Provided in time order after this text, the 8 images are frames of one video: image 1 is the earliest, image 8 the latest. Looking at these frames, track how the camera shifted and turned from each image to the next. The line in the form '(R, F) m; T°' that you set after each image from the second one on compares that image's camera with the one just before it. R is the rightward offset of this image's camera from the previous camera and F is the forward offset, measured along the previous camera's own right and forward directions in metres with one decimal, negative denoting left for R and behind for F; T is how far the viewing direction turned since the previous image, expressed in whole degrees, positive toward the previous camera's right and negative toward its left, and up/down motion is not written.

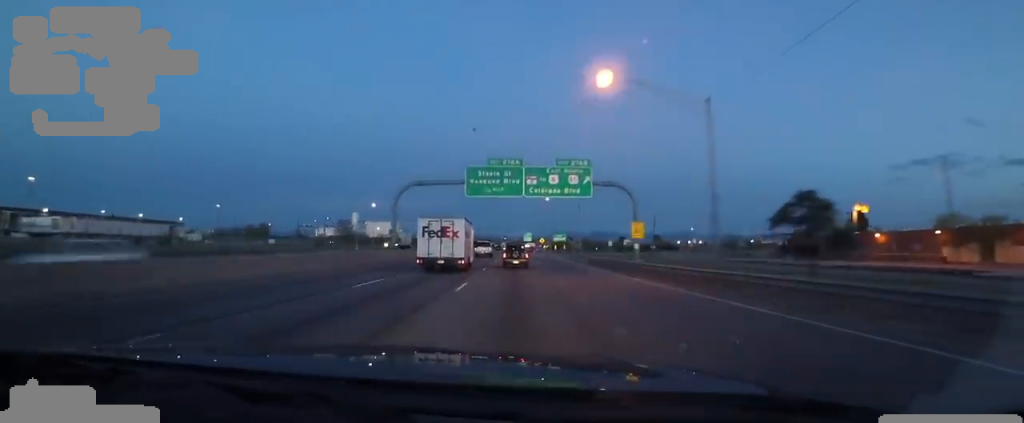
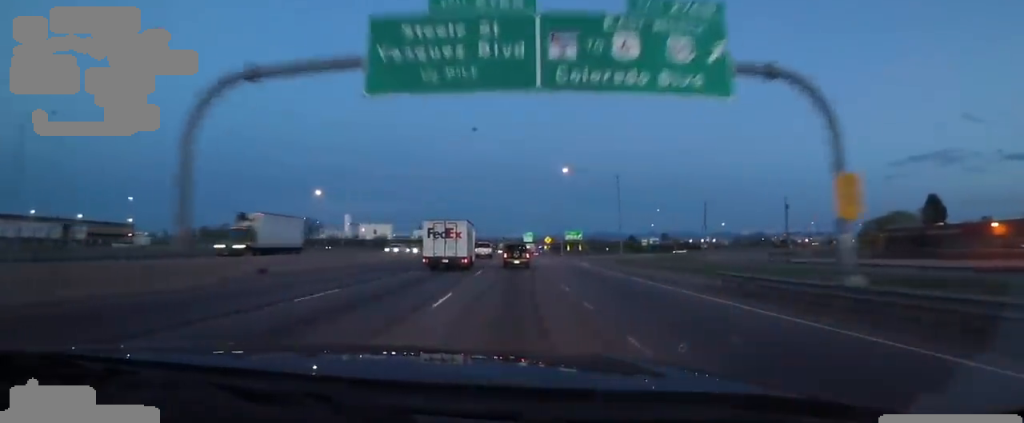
(-0.8, +28.5) m; 0°
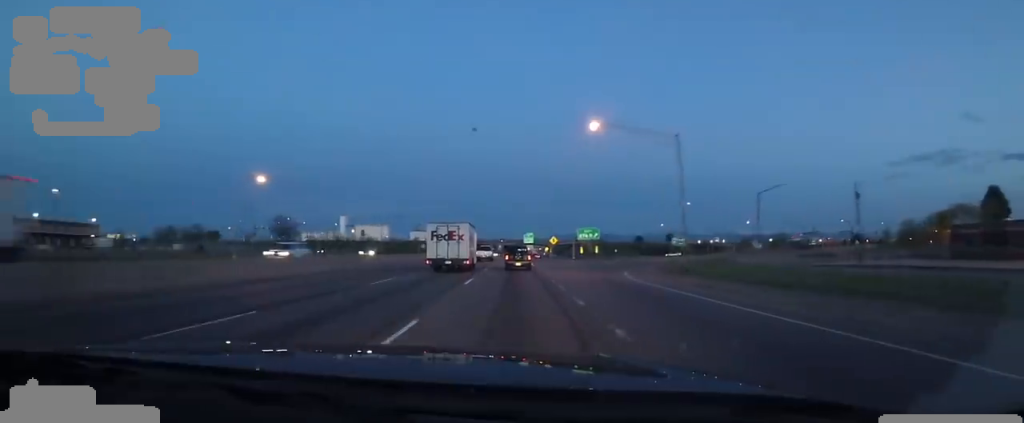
(+0.3, +17.2) m; +1°
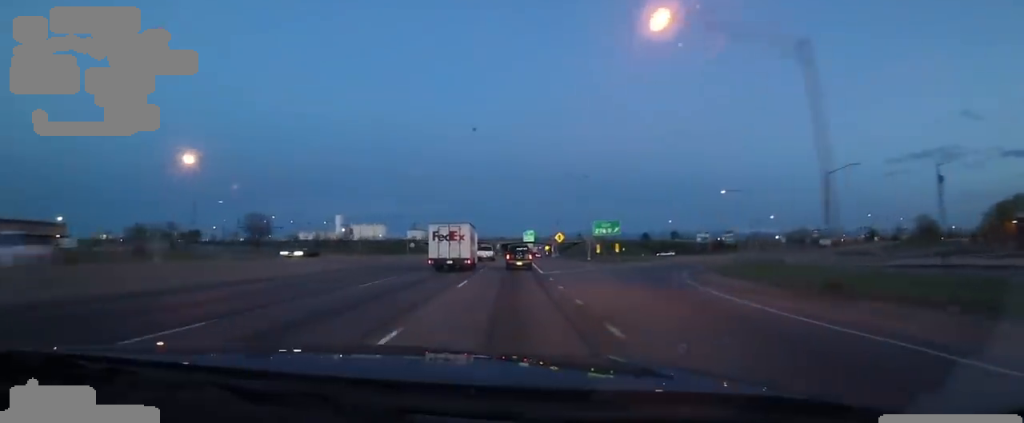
(+0.7, +13.7) m; 0°
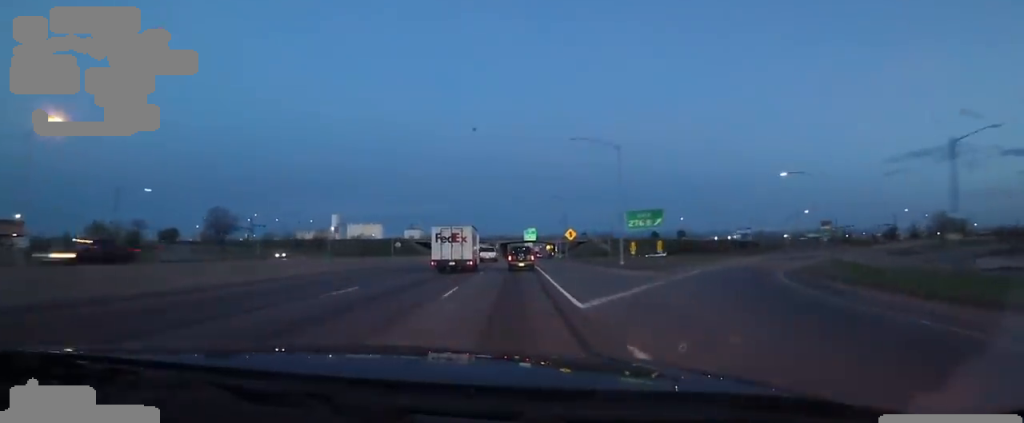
(-0.4, +15.7) m; 0°
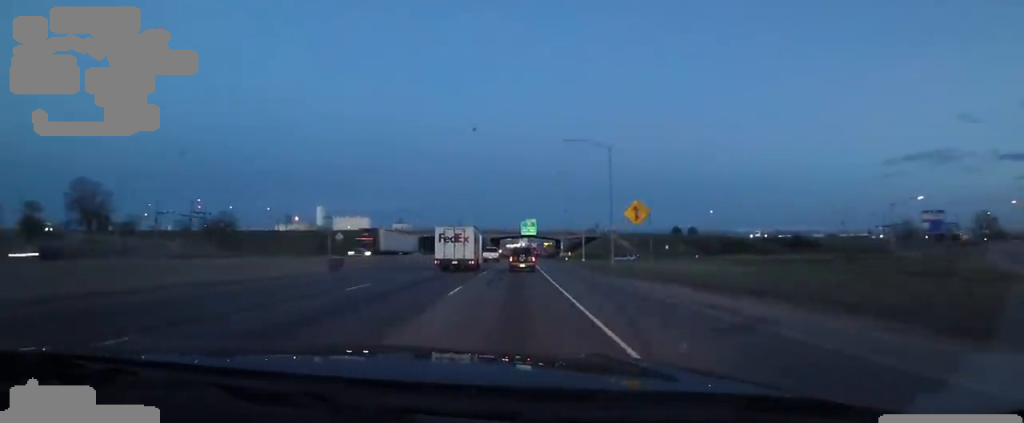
(+0.5, +35.9) m; +3°
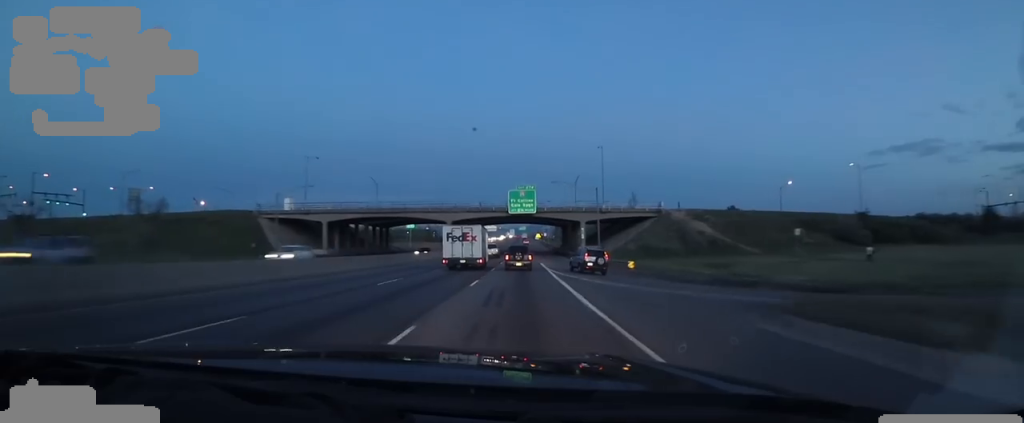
(+0.6, +57.0) m; +1°
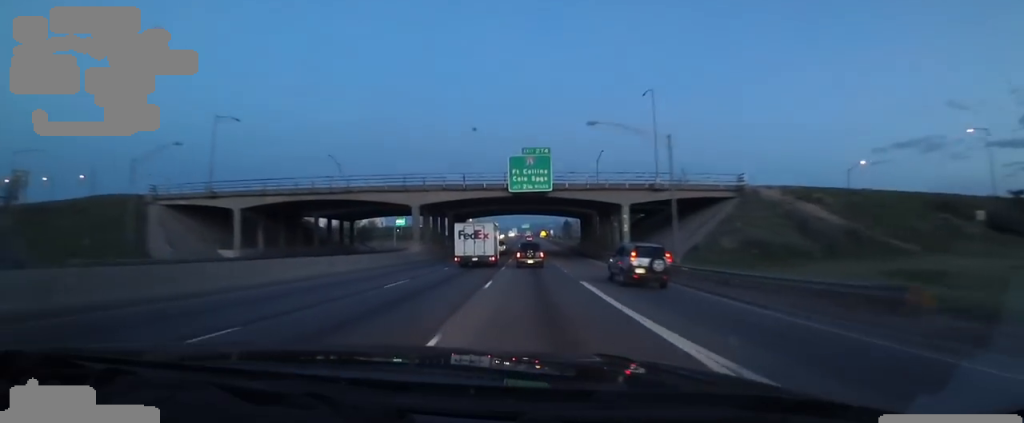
(0.0, +25.5) m; -3°
